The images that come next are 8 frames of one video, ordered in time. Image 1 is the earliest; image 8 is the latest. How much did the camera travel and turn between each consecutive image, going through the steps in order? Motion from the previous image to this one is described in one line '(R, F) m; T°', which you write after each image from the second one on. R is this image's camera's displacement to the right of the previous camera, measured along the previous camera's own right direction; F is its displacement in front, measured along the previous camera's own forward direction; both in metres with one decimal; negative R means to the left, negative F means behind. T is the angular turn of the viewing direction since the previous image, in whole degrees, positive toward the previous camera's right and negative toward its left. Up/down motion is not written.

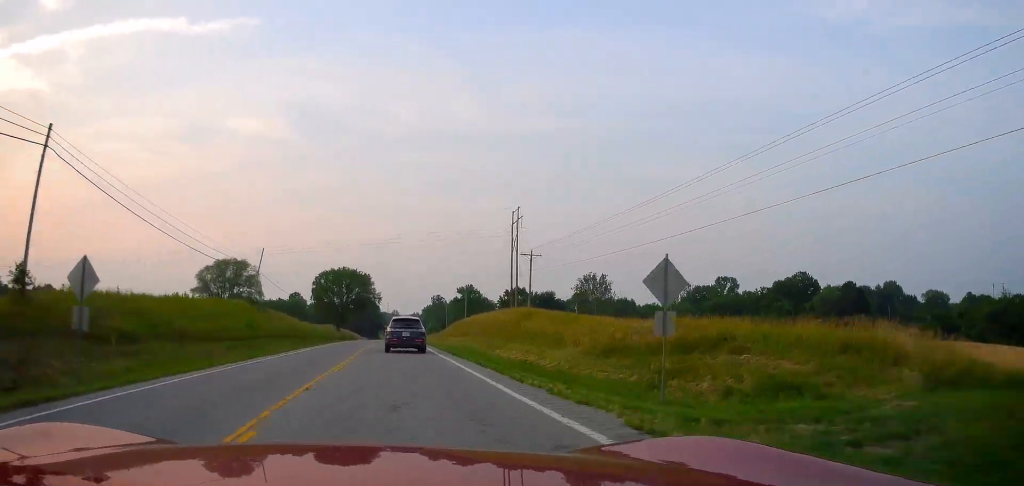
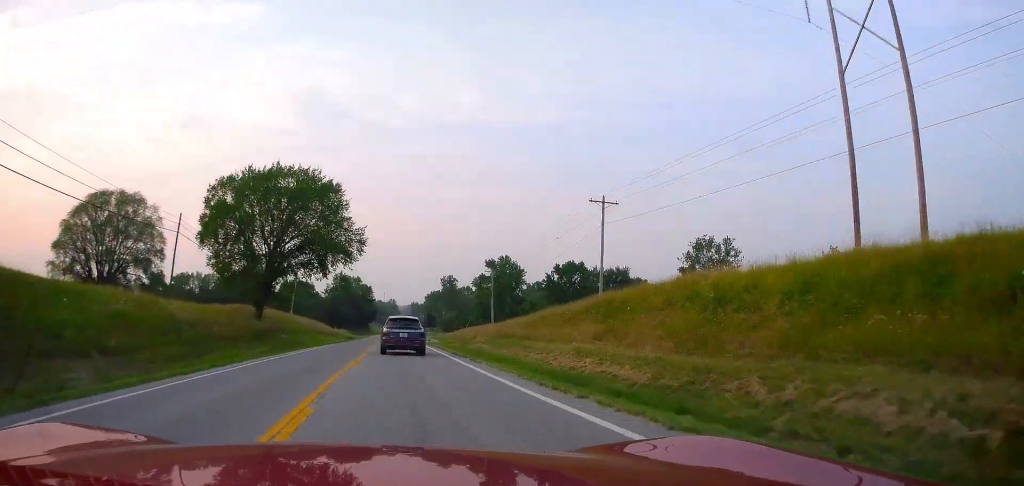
(-0.4, +82.6) m; -1°
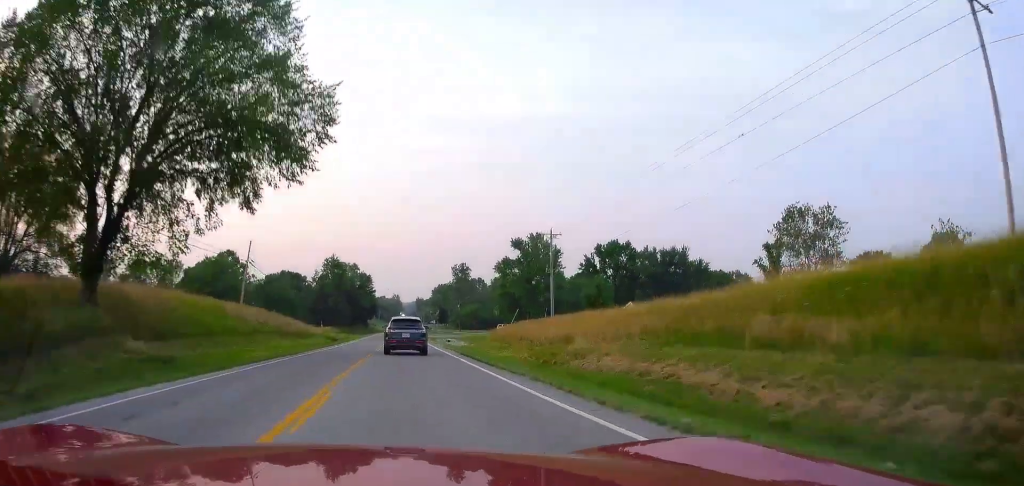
(0.0, +35.0) m; 0°
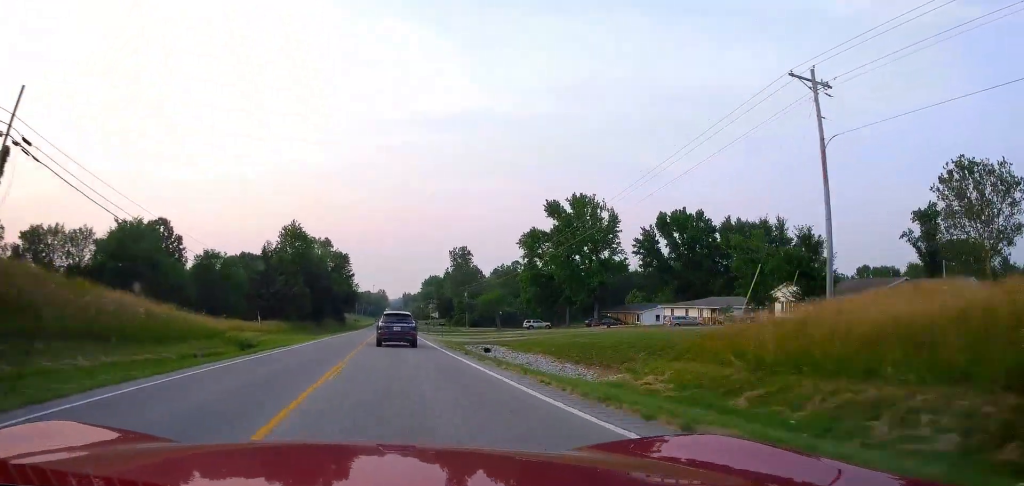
(+0.2, +43.8) m; +1°
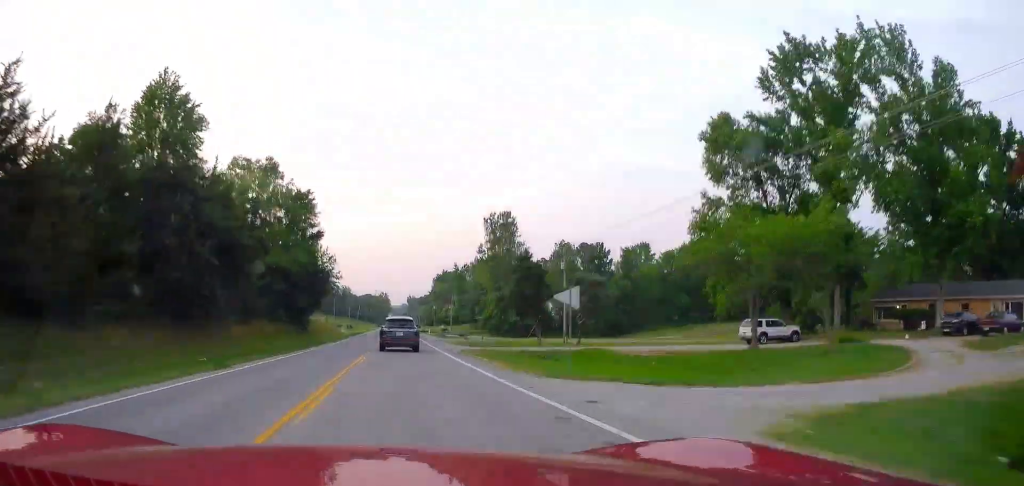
(+1.4, +65.1) m; +1°
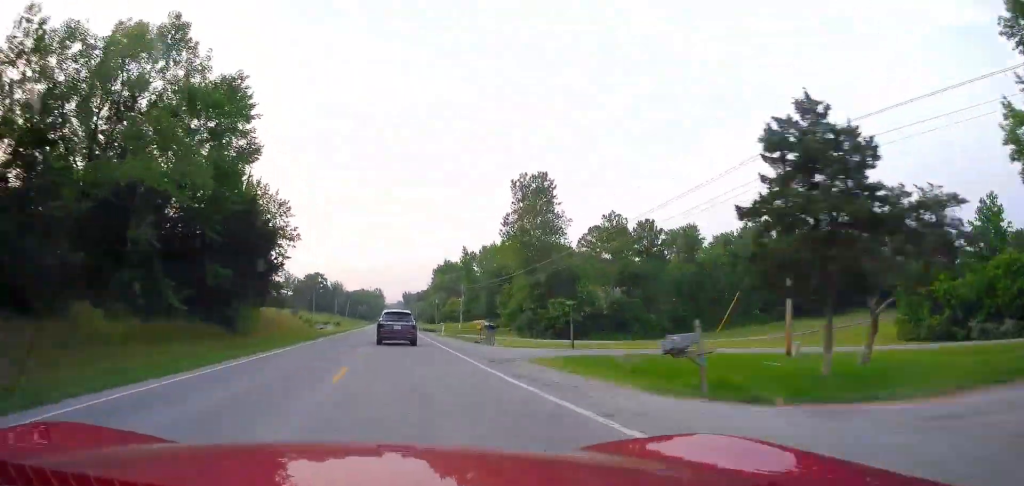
(-0.1, +31.9) m; 0°
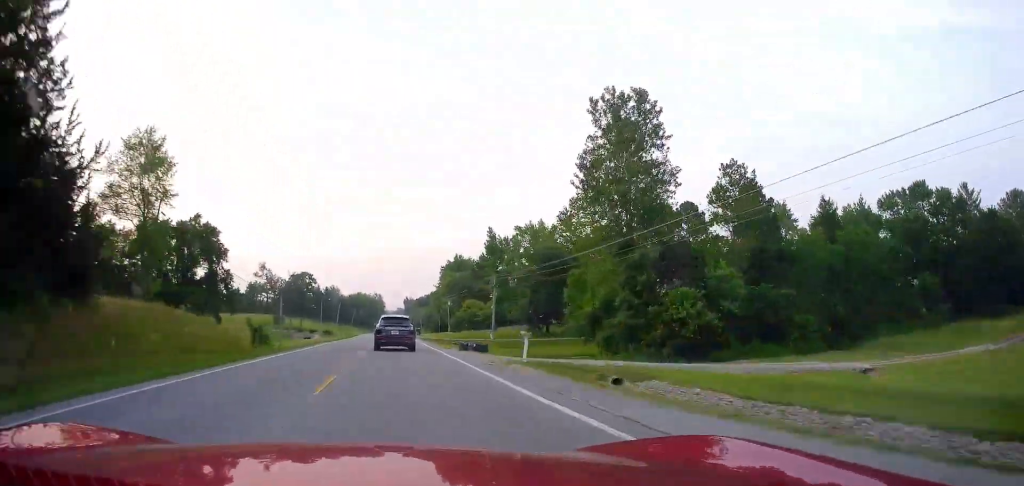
(-0.7, +37.3) m; 0°
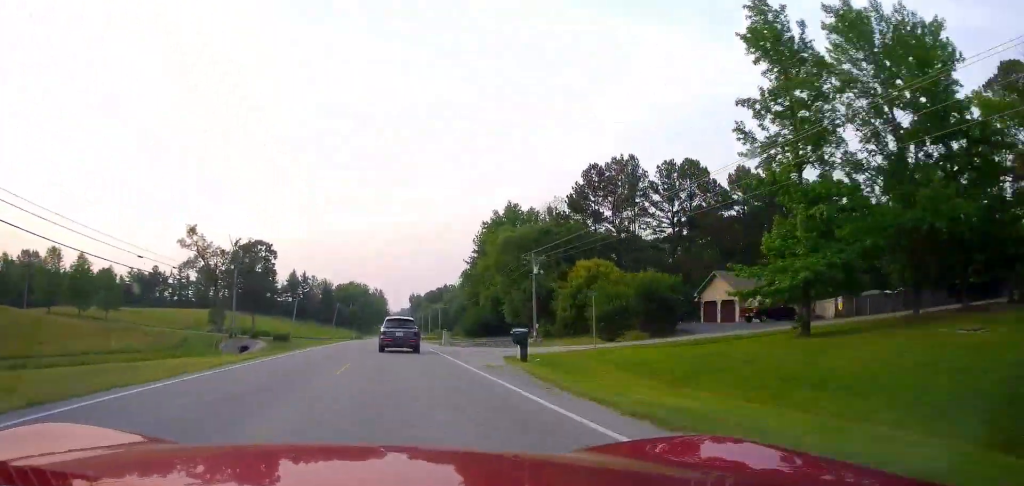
(+0.8, +79.7) m; 0°
